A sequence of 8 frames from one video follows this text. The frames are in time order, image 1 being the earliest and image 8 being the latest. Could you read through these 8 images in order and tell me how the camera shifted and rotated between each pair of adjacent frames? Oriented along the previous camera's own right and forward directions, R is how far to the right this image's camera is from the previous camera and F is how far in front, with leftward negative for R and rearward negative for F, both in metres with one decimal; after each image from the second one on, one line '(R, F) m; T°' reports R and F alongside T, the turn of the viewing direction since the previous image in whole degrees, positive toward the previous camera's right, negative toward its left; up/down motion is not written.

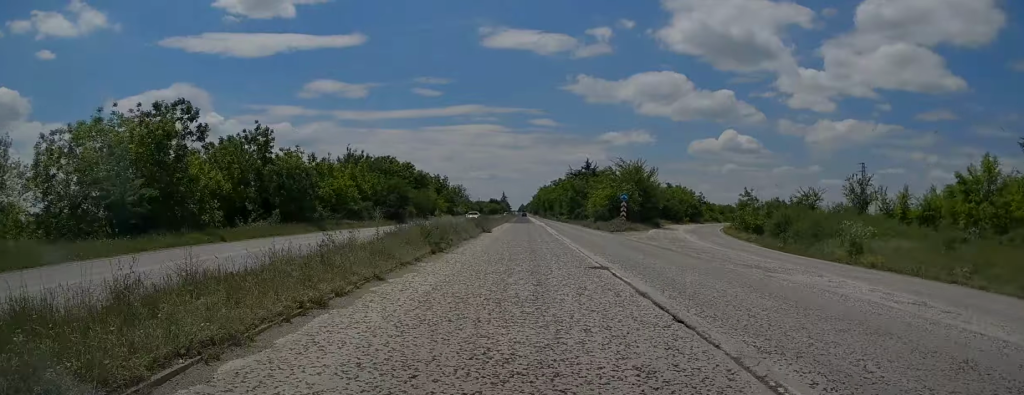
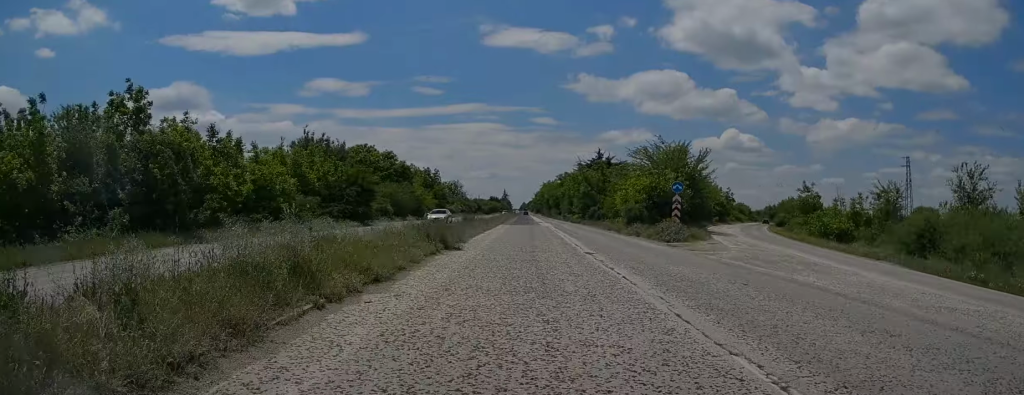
(0.0, +17.0) m; -1°
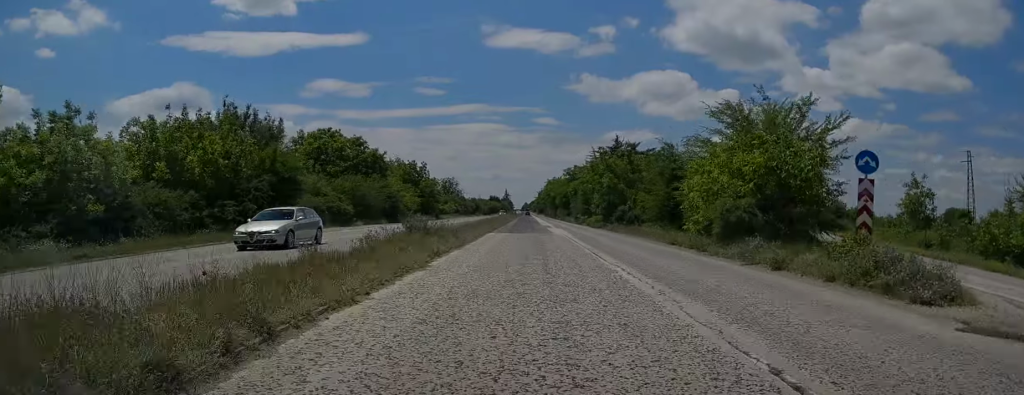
(-0.1, +18.7) m; 0°
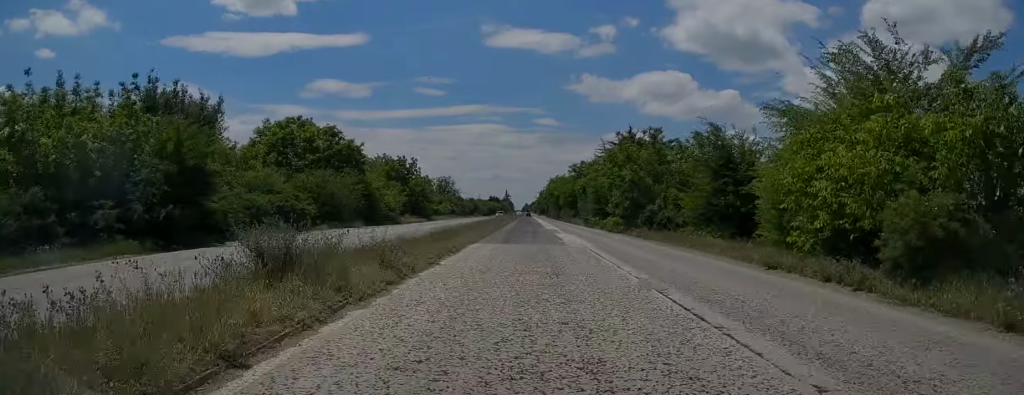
(-0.2, +10.7) m; 0°
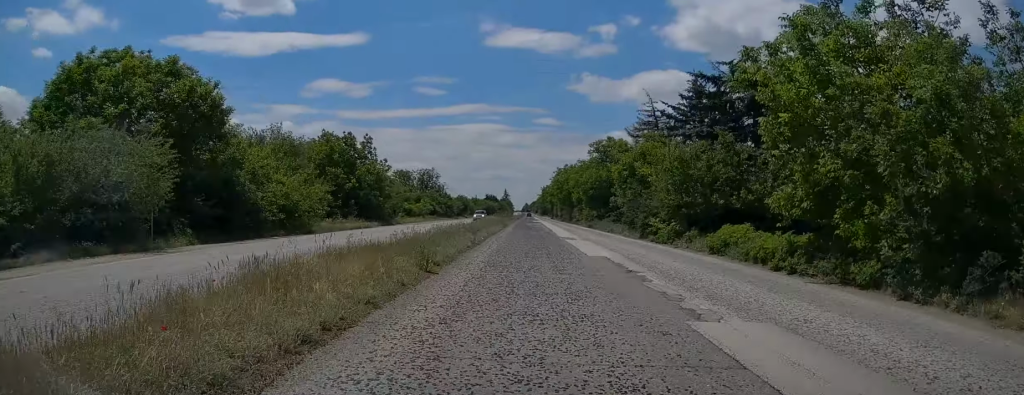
(+0.4, +30.5) m; +1°
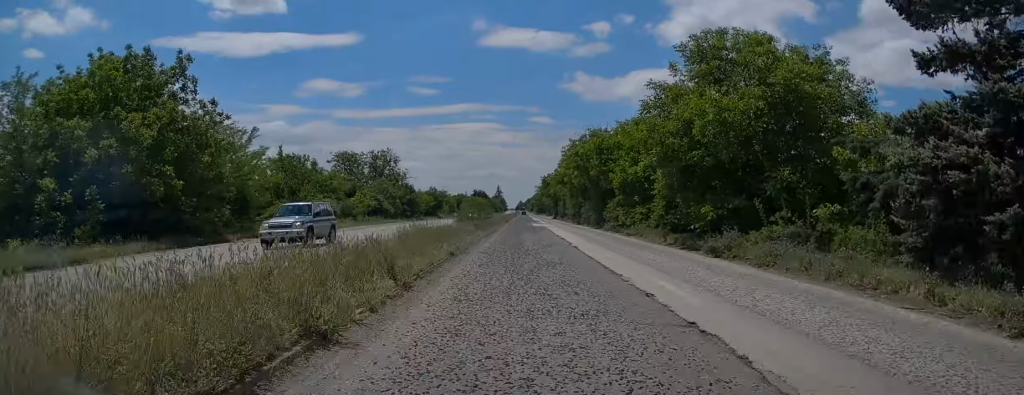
(-0.3, +40.3) m; -1°
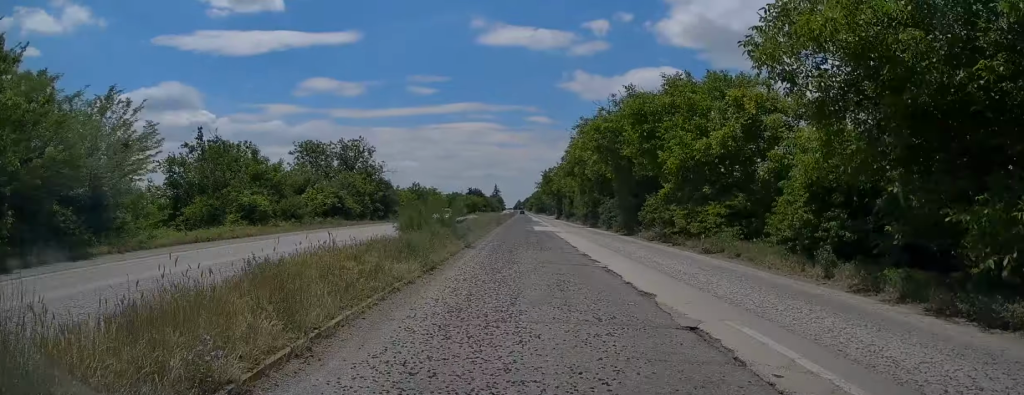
(-0.1, +16.0) m; 0°
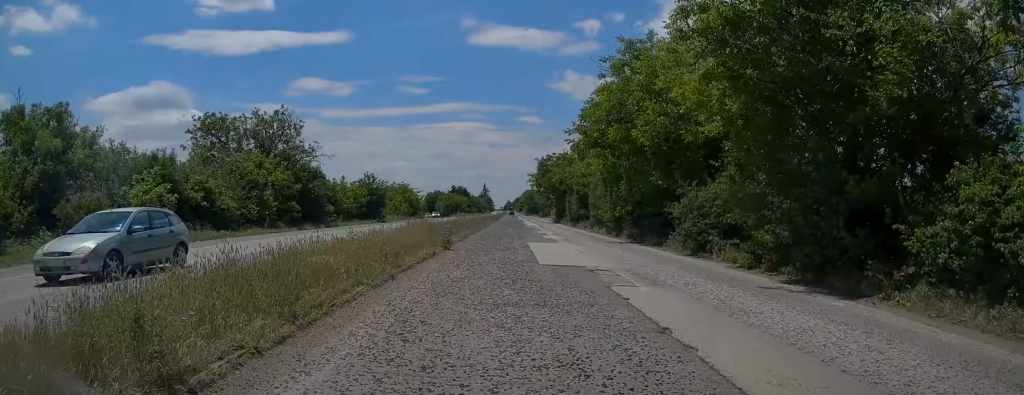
(+0.4, +25.2) m; +1°
